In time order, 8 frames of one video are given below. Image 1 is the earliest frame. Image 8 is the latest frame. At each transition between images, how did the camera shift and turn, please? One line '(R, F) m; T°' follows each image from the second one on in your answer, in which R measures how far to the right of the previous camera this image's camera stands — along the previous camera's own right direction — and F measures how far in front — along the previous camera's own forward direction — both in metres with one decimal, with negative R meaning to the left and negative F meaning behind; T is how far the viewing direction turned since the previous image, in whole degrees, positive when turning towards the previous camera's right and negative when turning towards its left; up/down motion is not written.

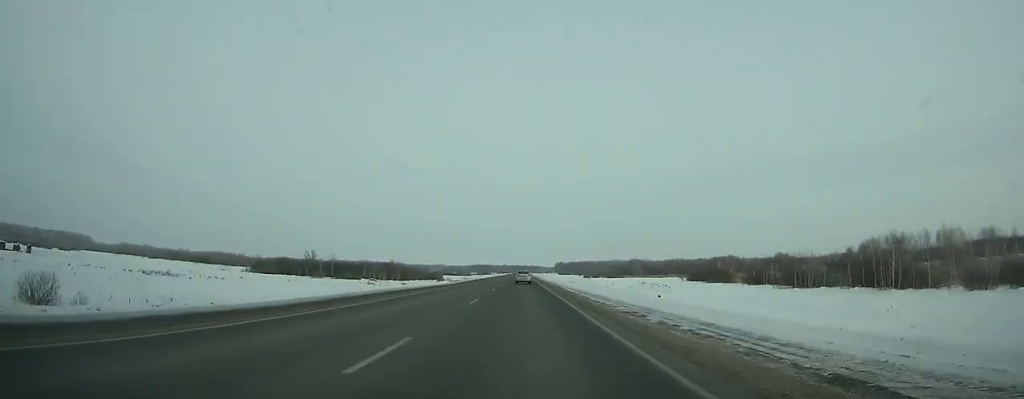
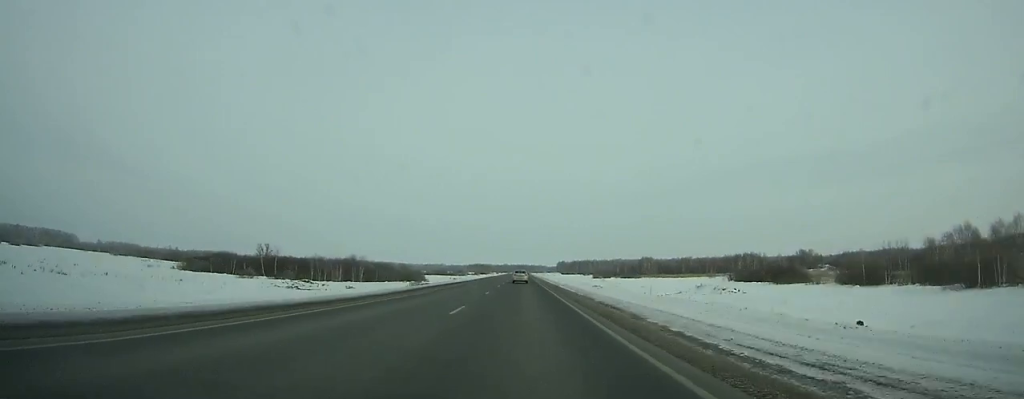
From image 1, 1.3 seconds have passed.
(+0.2, +38.4) m; 0°
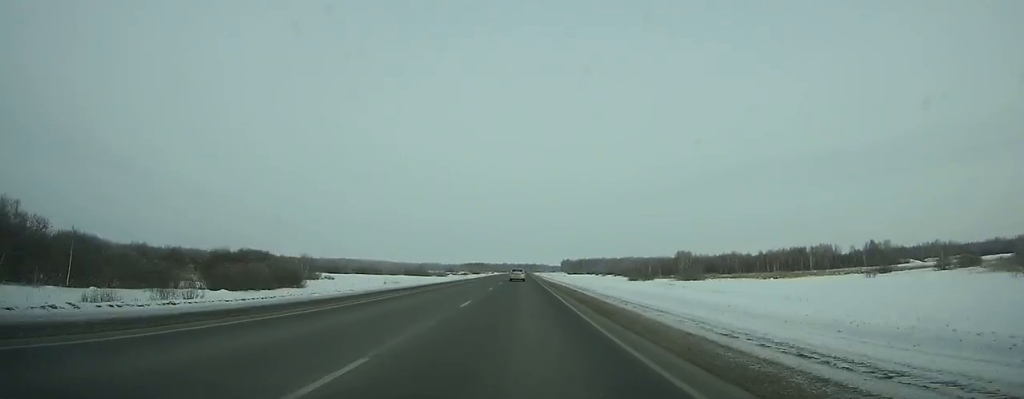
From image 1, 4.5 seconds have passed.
(-0.2, +94.0) m; 0°
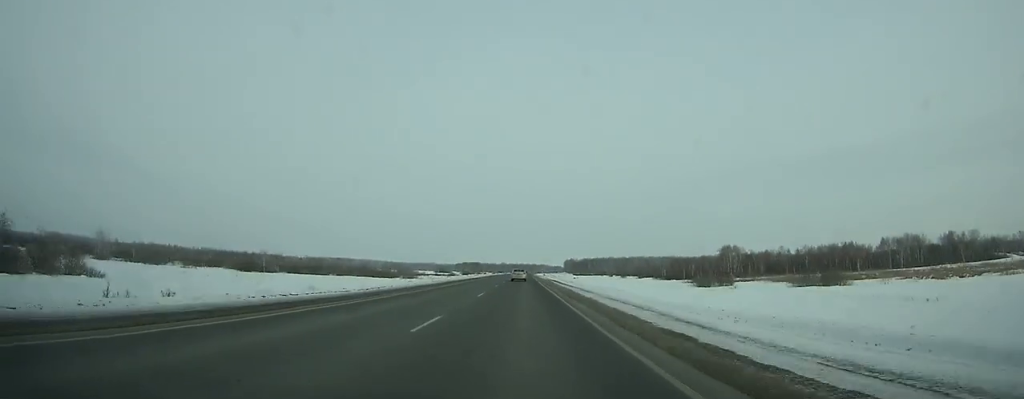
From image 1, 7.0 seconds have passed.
(+0.2, +73.3) m; 0°
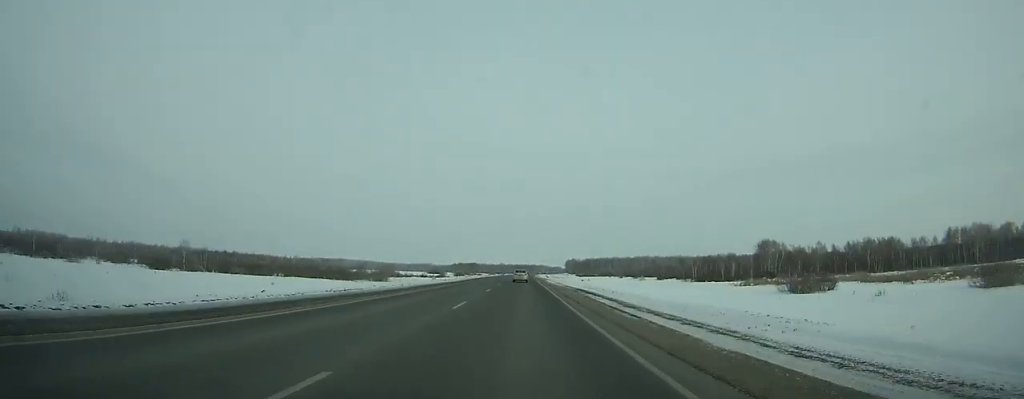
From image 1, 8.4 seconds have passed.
(0.0, +41.1) m; 0°
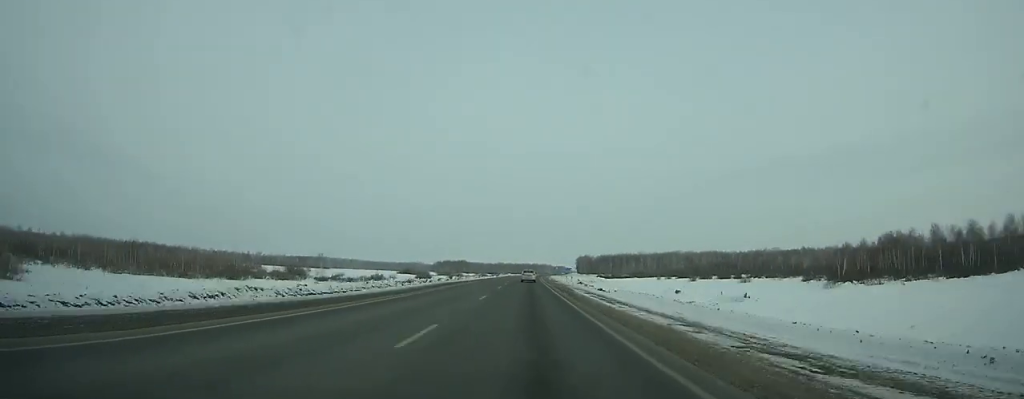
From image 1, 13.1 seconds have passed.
(-0.5, +137.9) m; 0°
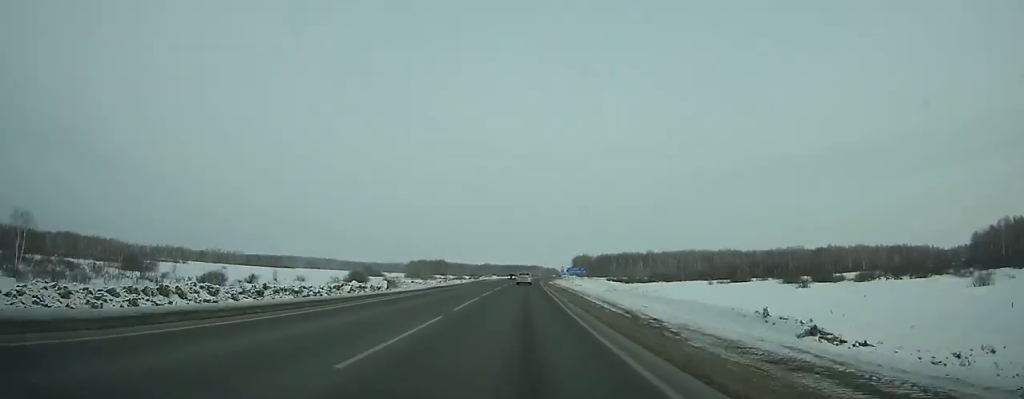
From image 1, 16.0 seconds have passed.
(+0.7, +84.8) m; +1°
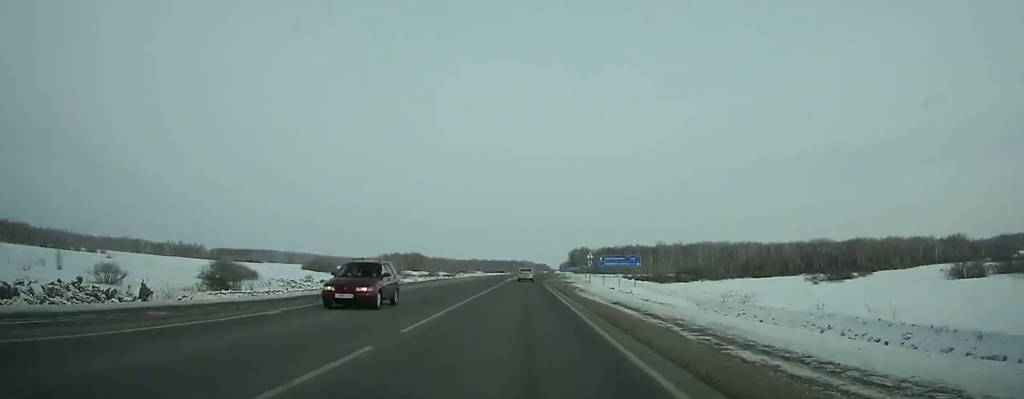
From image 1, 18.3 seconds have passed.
(+0.6, +66.7) m; +1°
